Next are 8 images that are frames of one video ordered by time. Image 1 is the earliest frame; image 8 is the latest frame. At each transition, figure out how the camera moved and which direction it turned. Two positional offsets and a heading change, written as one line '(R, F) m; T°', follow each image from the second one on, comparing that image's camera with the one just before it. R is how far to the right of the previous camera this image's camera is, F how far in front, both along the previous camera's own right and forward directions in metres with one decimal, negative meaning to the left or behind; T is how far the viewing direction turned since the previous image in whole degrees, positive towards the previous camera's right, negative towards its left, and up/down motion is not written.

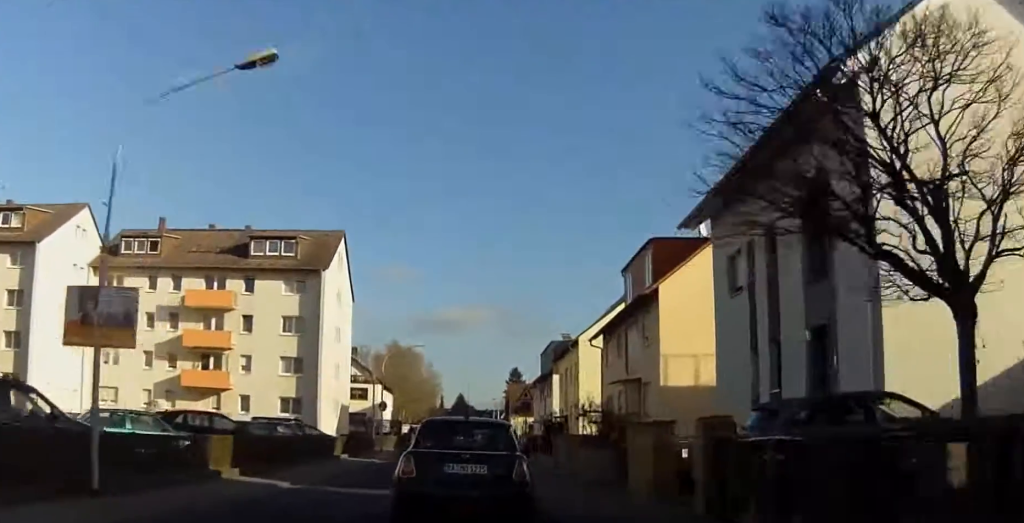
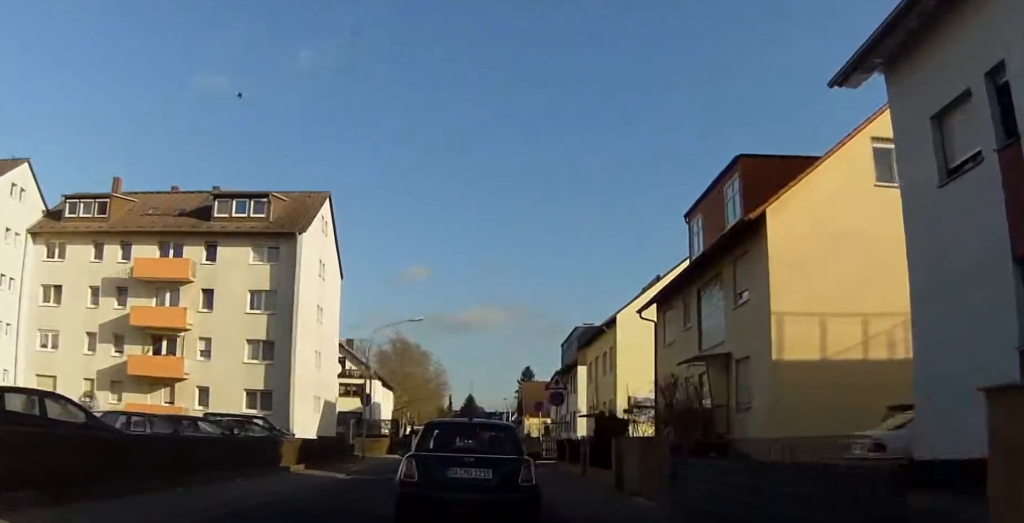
(0.0, +10.7) m; -1°
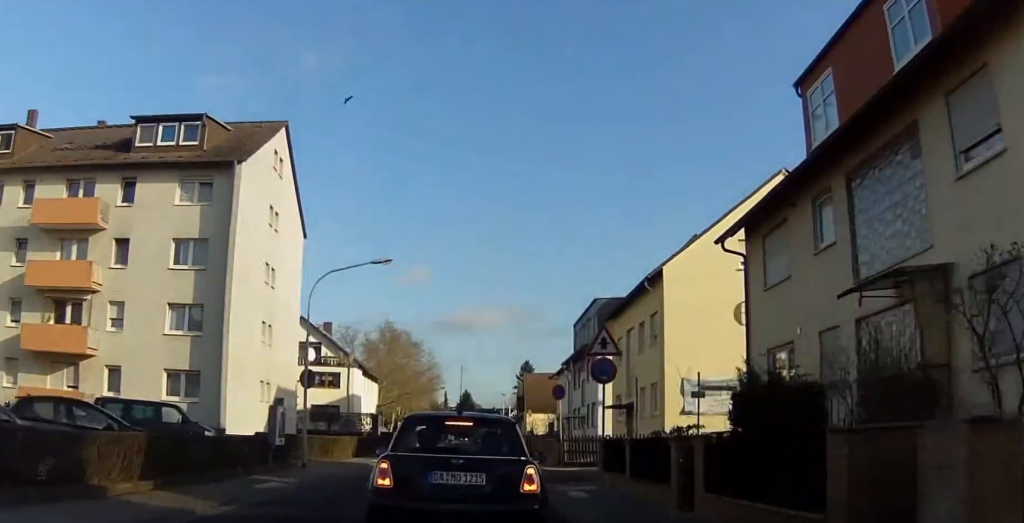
(-0.4, +11.1) m; 0°
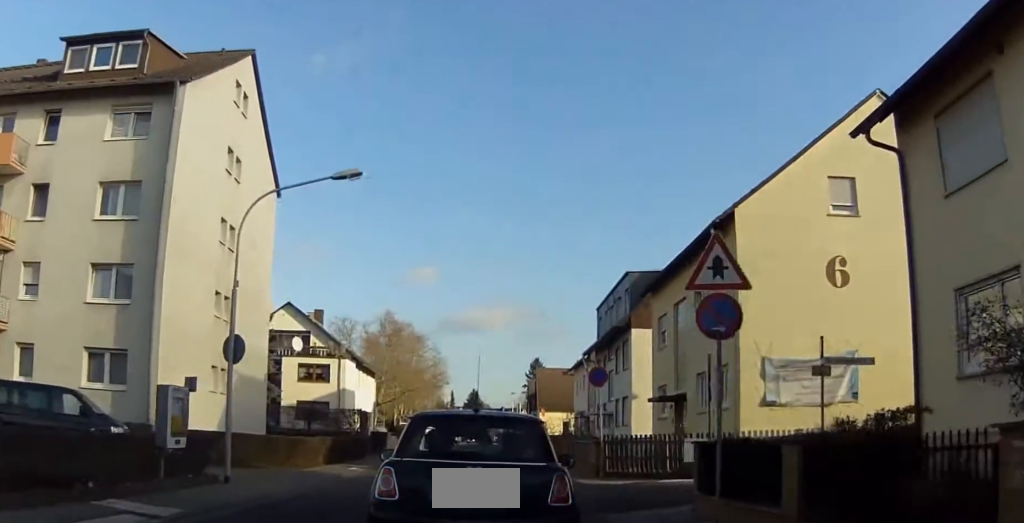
(+0.4, +8.4) m; +1°
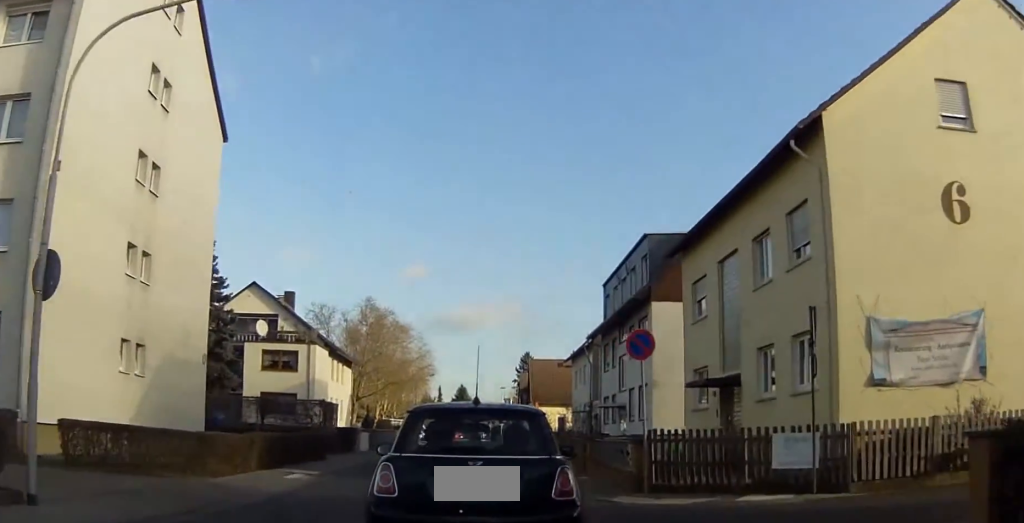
(-0.2, +9.2) m; +1°
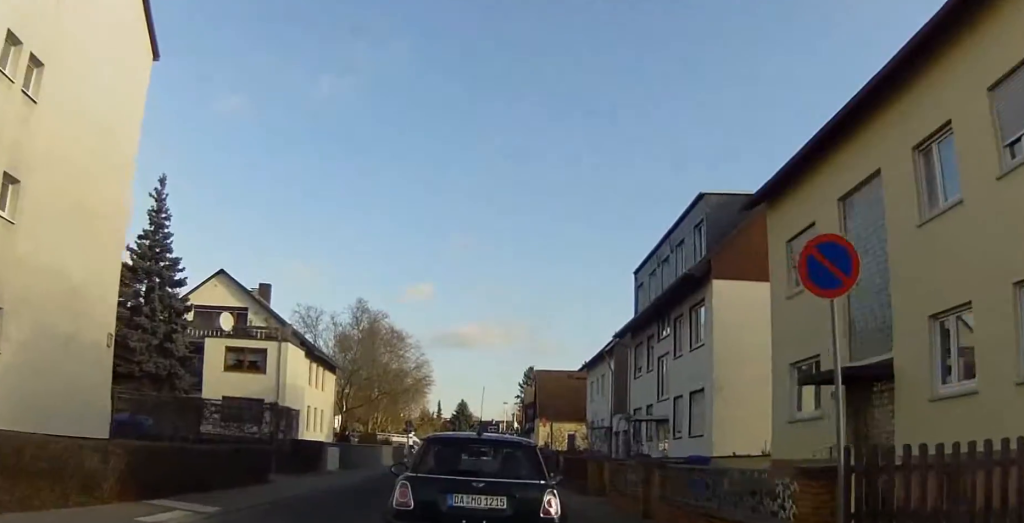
(+0.2, +10.5) m; +1°
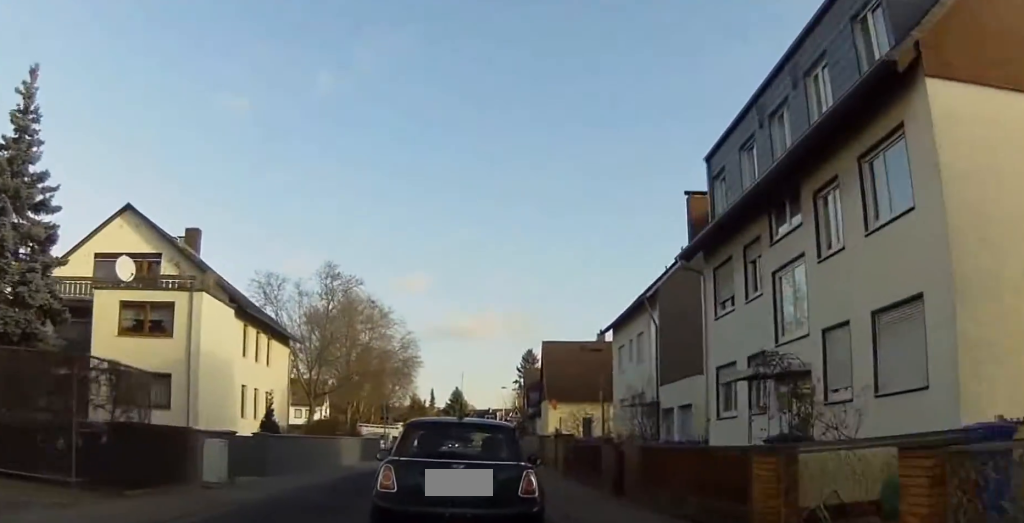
(0.0, +12.8) m; 0°
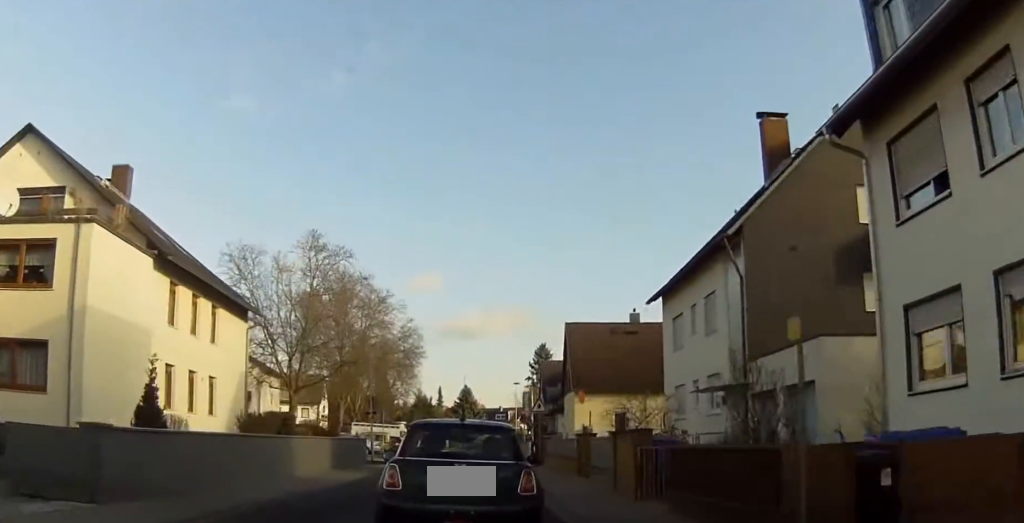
(0.0, +10.2) m; -2°
